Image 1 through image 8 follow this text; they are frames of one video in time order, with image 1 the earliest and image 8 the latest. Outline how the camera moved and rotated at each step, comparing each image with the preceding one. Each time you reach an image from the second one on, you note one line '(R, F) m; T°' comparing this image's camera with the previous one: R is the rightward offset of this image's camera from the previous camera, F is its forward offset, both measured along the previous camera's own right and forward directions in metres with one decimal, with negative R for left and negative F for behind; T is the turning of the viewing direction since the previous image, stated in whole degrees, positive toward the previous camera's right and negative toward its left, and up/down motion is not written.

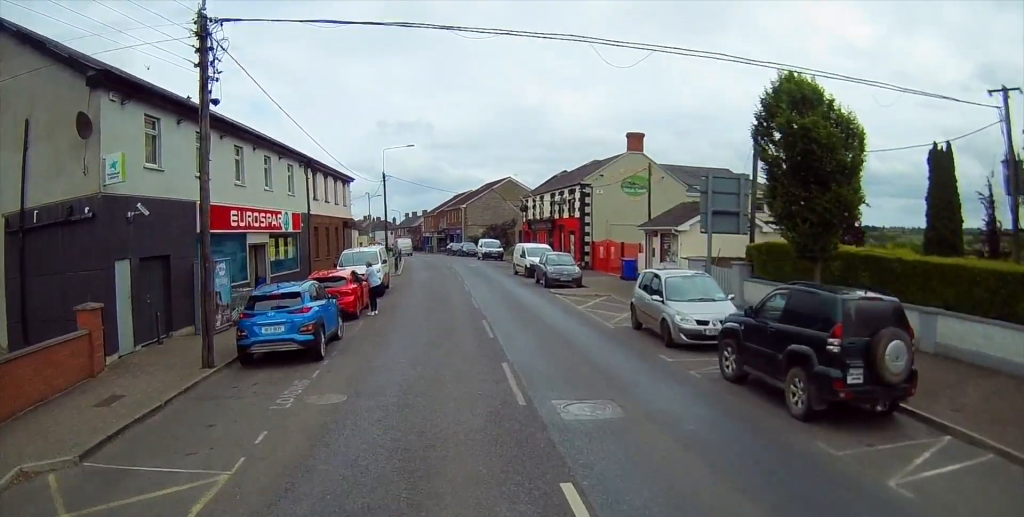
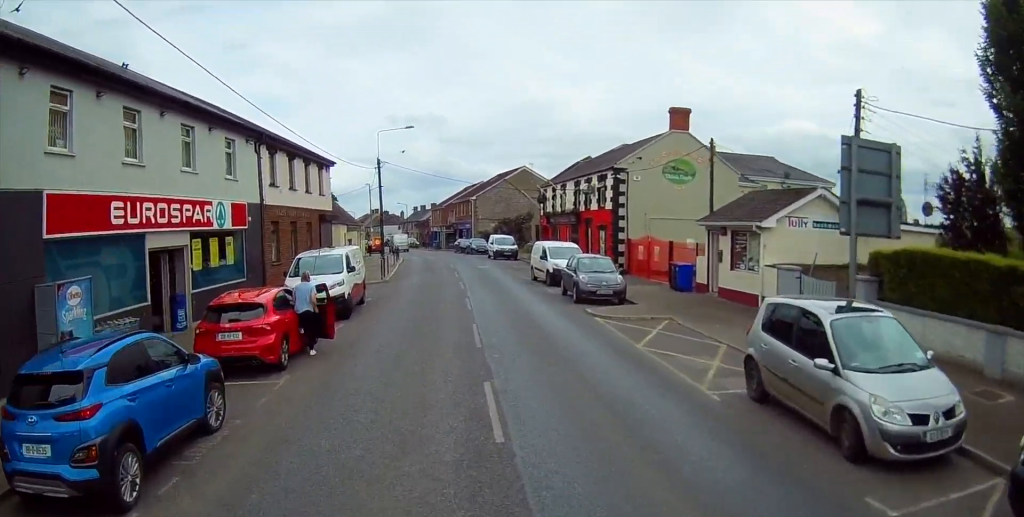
(-0.2, +7.2) m; -5°
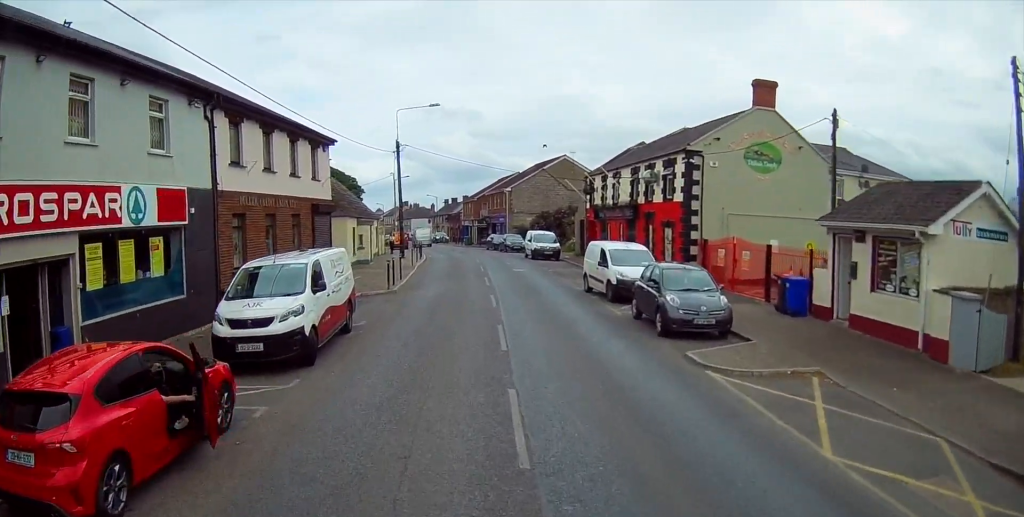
(-0.3, +6.9) m; -1°
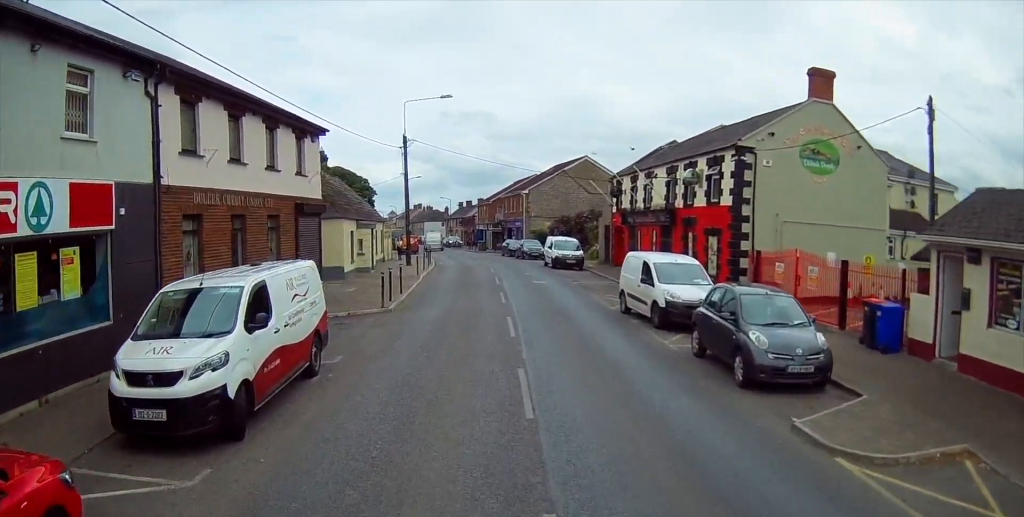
(0.0, +4.1) m; +2°
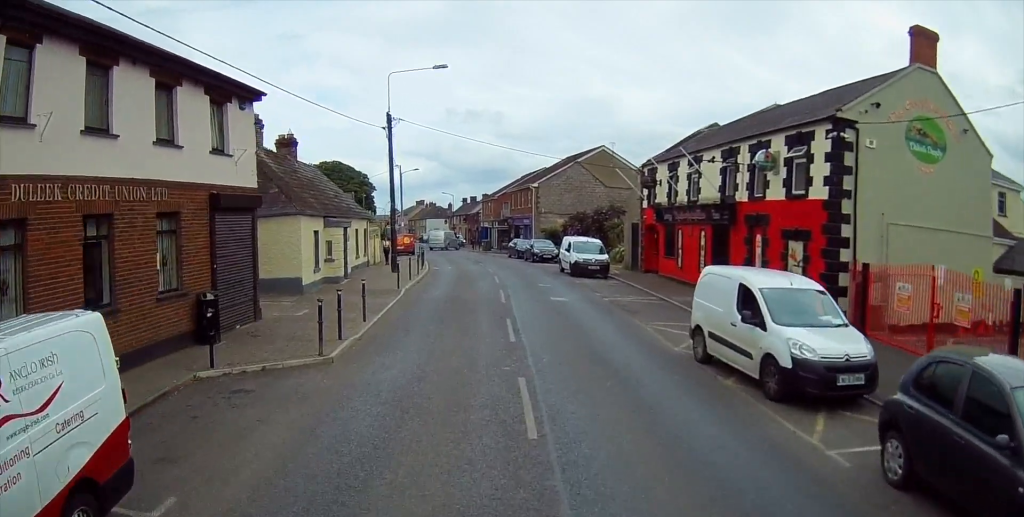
(+0.2, +6.8) m; +1°
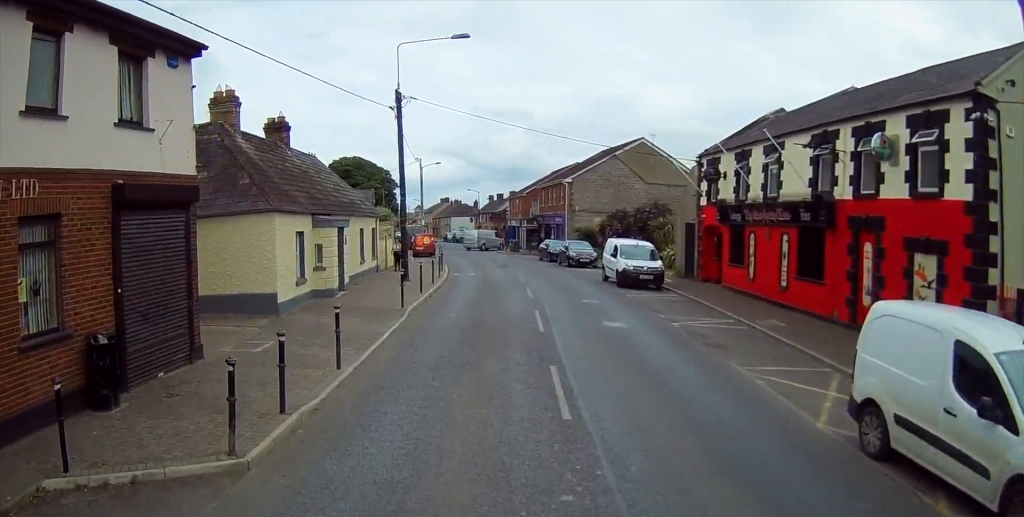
(+0.1, +5.1) m; -2°
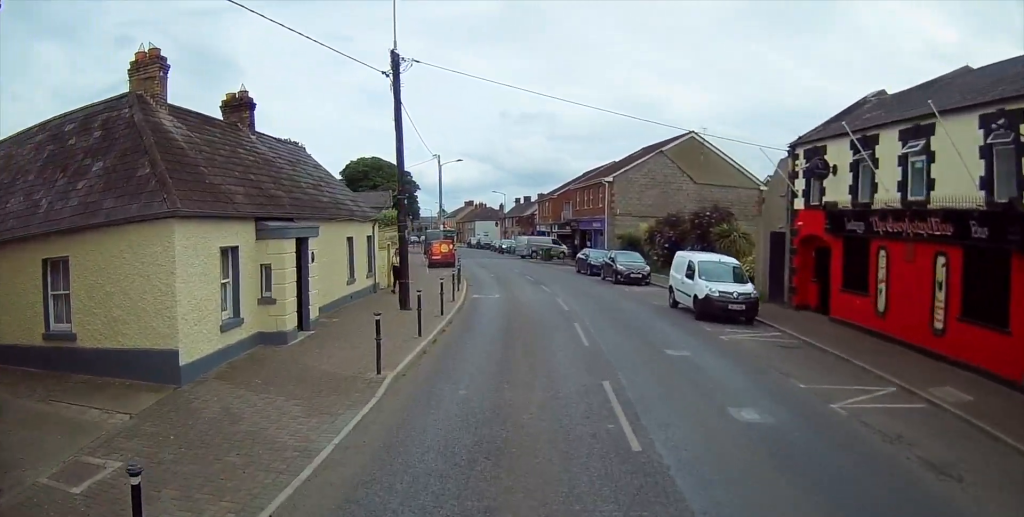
(-0.5, +6.9) m; -6°
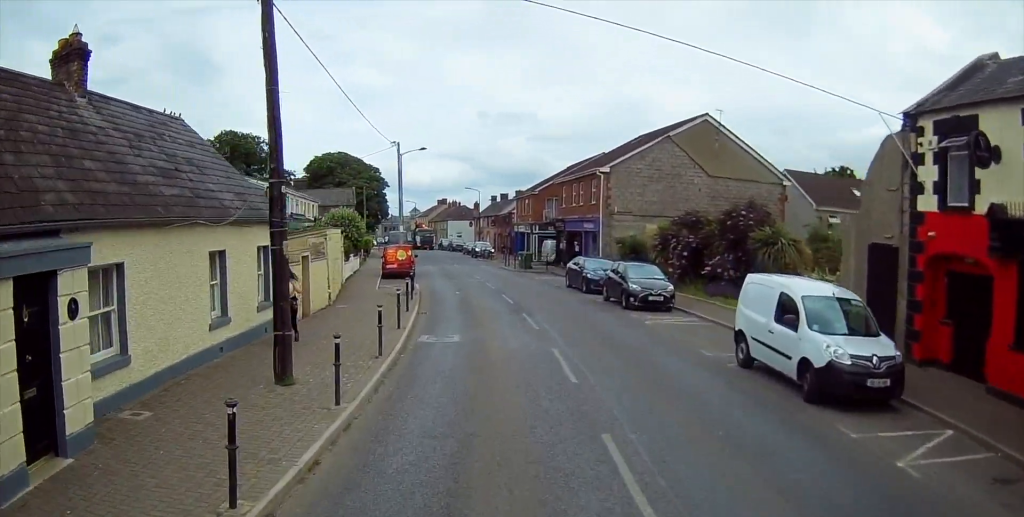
(-0.2, +8.5) m; 0°
